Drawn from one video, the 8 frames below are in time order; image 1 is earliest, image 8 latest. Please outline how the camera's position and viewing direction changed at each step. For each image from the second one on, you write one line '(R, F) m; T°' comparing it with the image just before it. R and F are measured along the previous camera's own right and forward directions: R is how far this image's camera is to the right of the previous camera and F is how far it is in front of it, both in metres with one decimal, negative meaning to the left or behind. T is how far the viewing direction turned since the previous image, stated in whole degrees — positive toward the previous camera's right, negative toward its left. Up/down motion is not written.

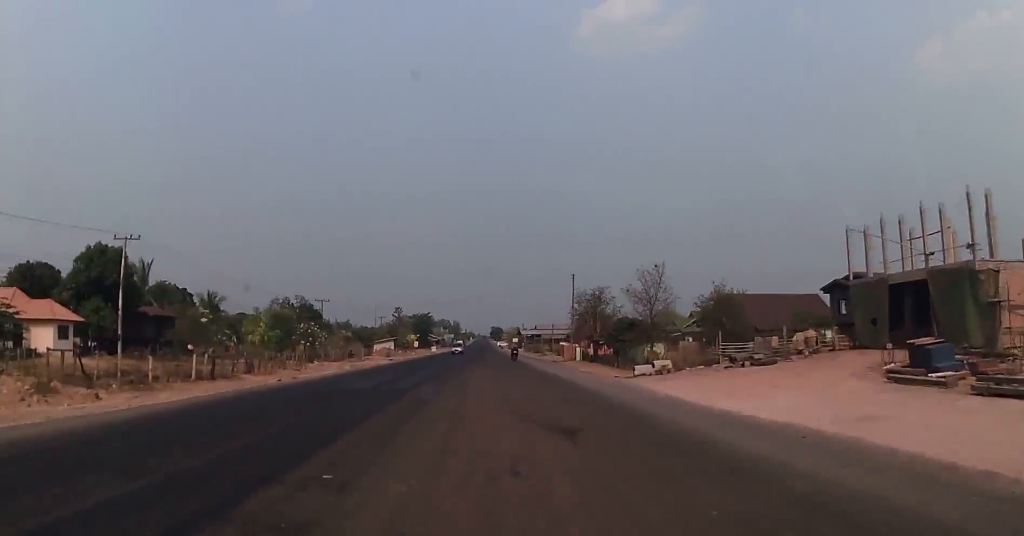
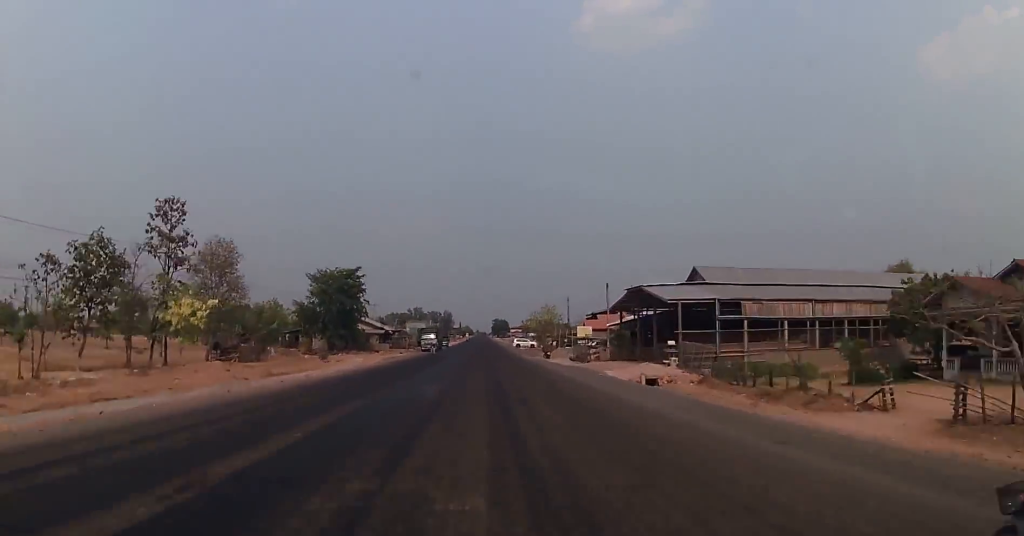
(+1.1, +140.9) m; +1°
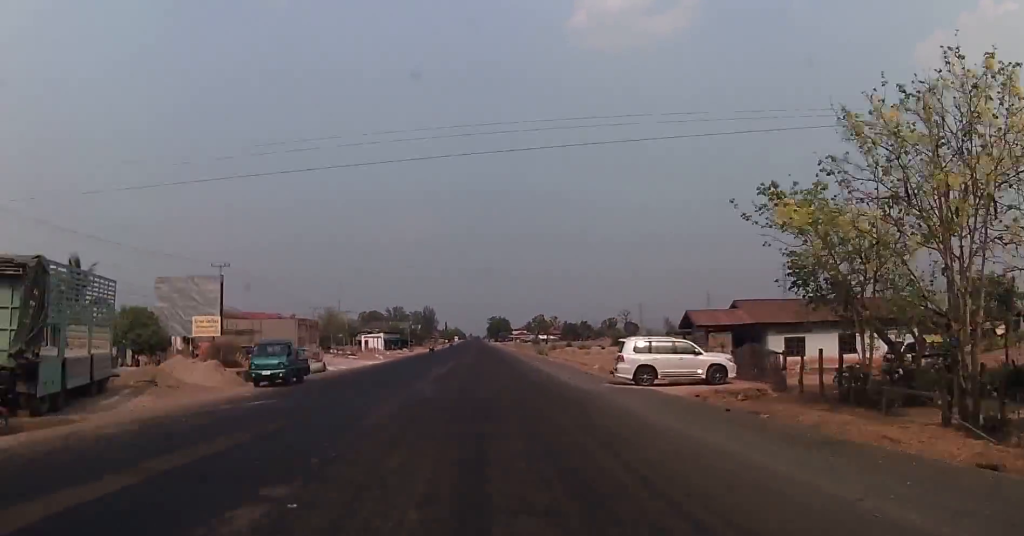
(-0.1, +109.5) m; 0°
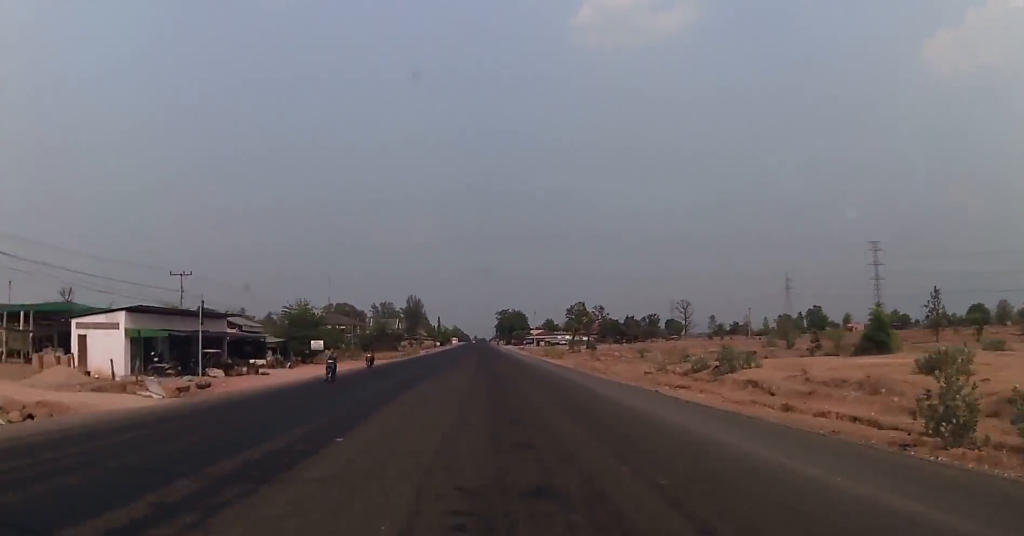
(+0.3, +93.6) m; 0°
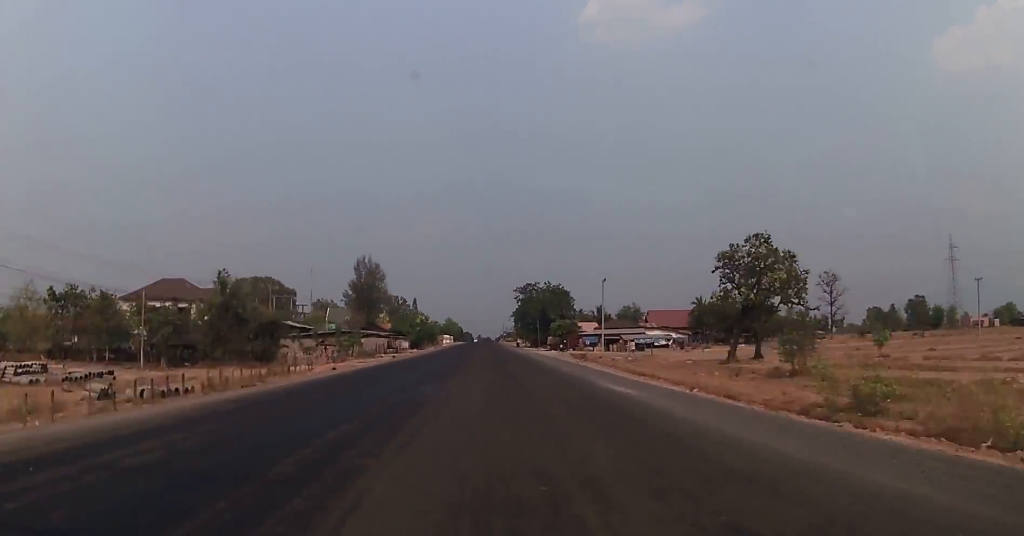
(-0.8, +109.2) m; 0°
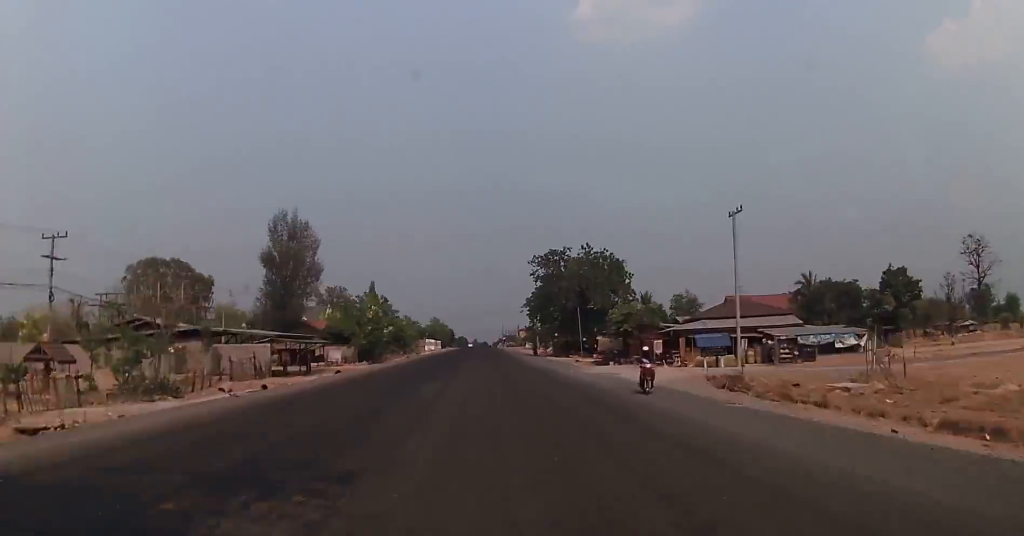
(+0.4, +54.4) m; 0°
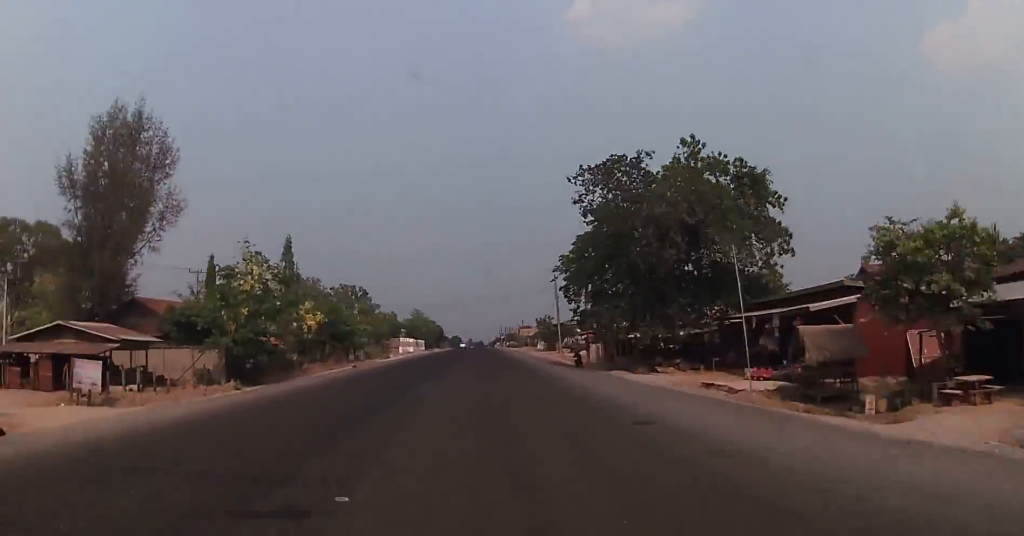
(+0.4, +41.5) m; 0°
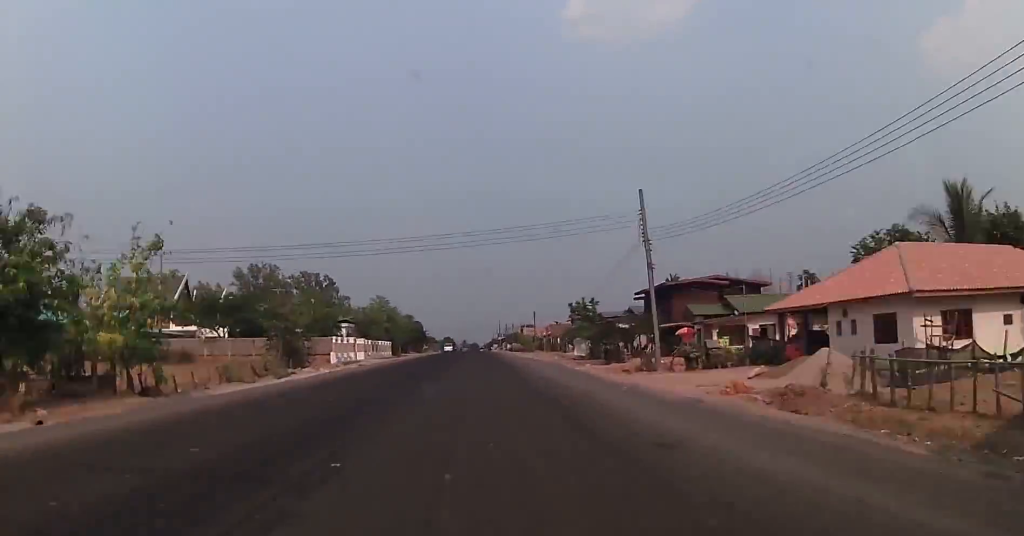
(-0.2, +47.8) m; 0°
